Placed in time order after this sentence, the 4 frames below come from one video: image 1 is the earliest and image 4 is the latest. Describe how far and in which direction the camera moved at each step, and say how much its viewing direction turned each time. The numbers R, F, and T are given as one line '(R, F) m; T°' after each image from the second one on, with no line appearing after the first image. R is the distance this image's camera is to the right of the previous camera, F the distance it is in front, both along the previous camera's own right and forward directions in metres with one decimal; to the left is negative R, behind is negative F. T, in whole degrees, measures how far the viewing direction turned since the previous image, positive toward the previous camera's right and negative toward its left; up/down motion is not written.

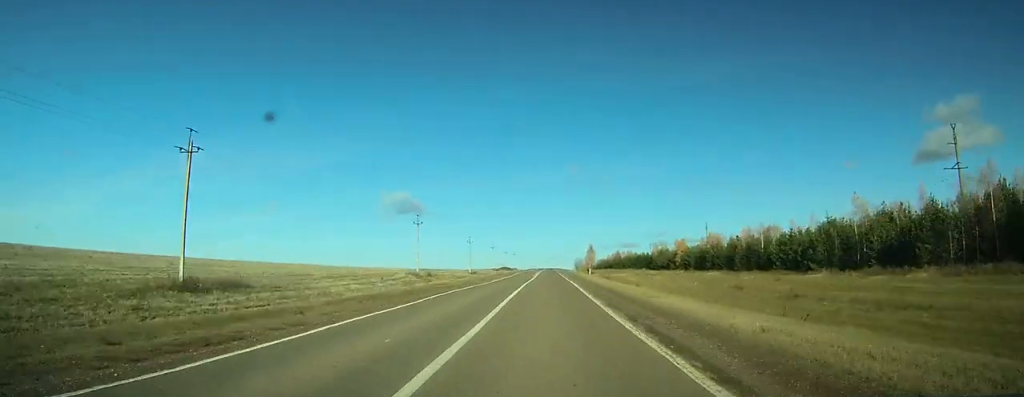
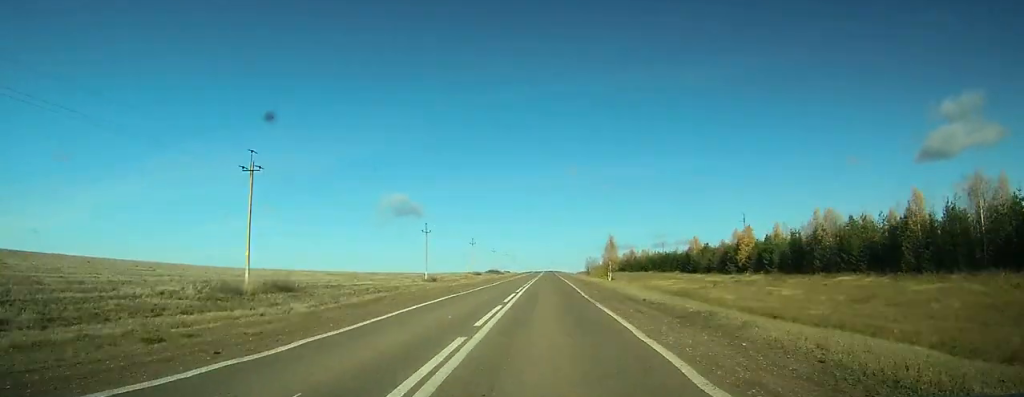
(0.0, +56.9) m; 0°
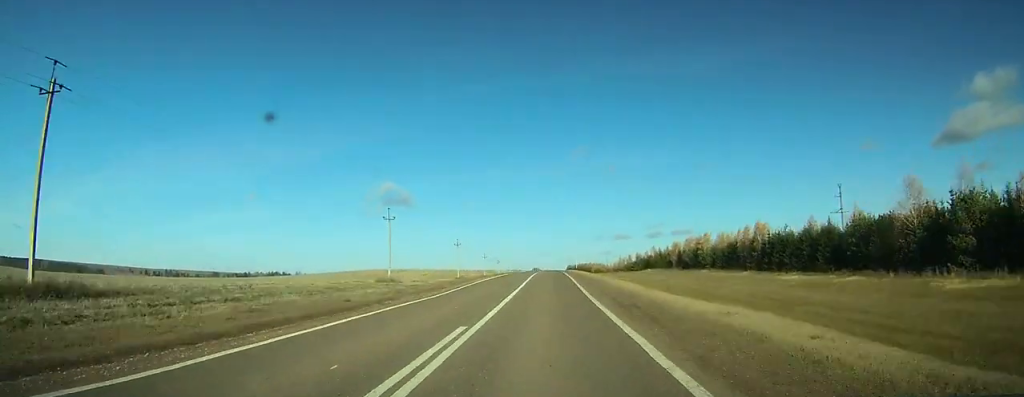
(+2.3, +306.0) m; +1°
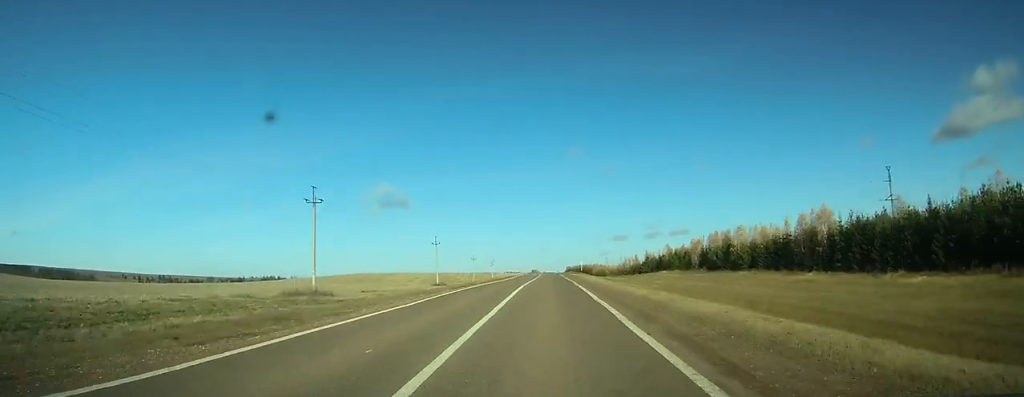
(0.0, +27.1) m; 0°
